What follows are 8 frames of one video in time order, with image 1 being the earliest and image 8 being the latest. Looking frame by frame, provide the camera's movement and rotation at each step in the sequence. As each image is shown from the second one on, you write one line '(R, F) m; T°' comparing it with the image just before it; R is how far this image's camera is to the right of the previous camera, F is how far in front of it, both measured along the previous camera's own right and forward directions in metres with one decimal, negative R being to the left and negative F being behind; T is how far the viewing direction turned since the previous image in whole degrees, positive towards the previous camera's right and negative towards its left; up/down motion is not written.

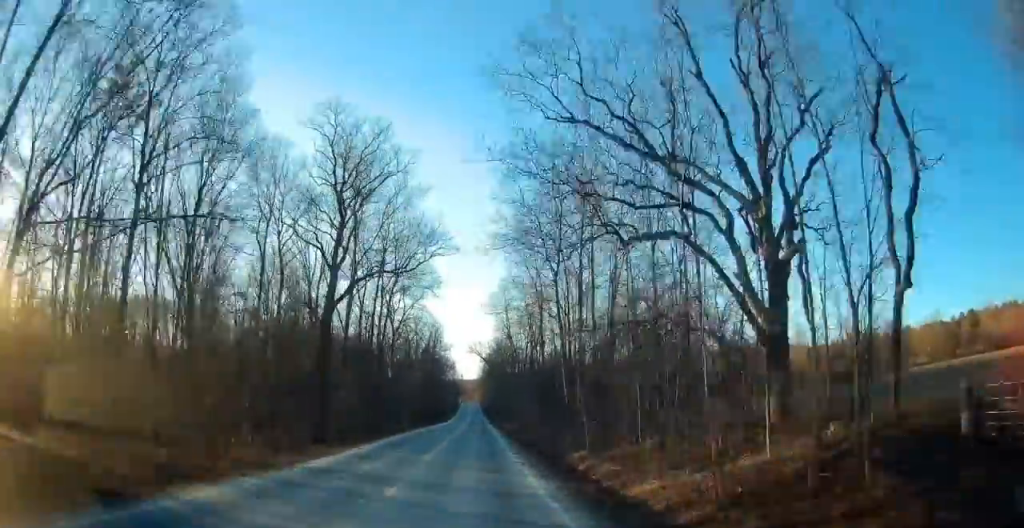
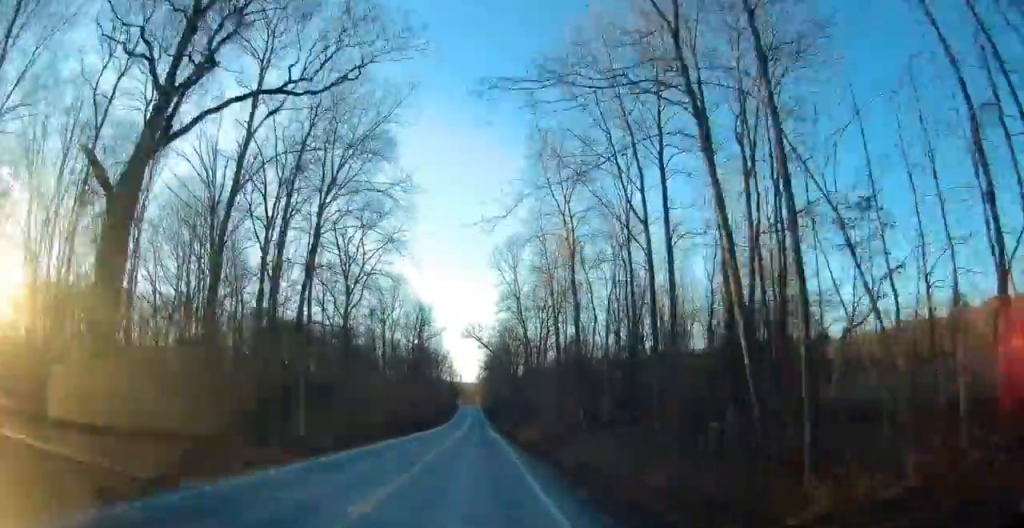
(-0.1, +24.4) m; 0°
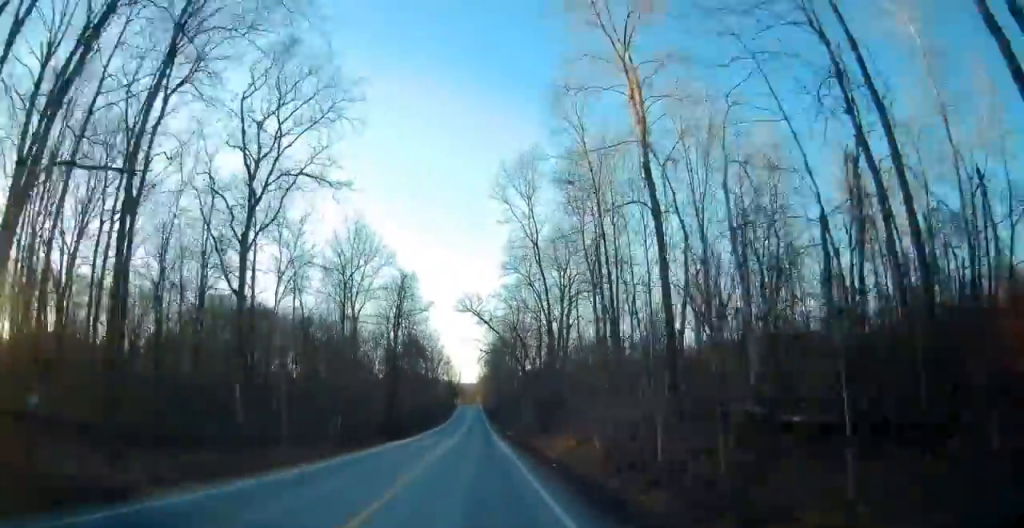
(0.0, +20.5) m; 0°
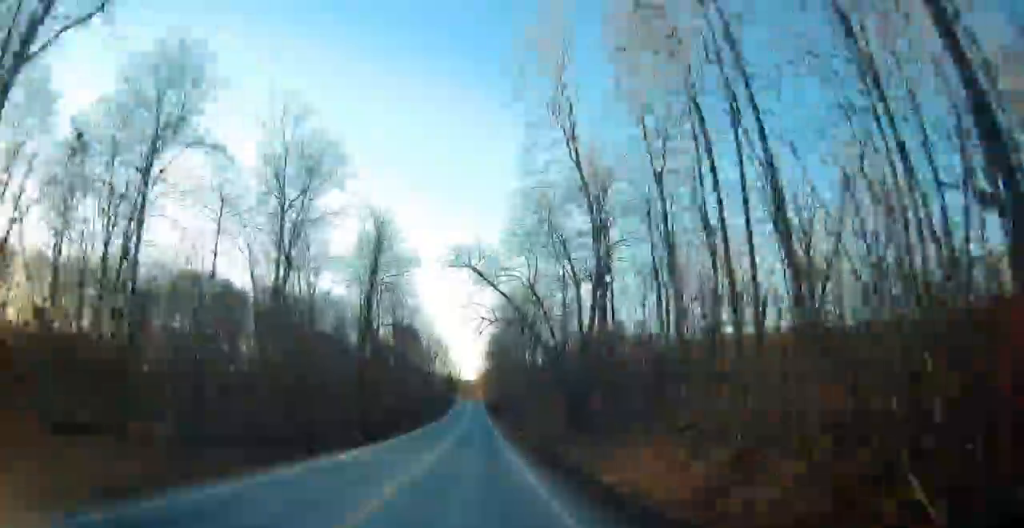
(0.0, +16.7) m; 0°
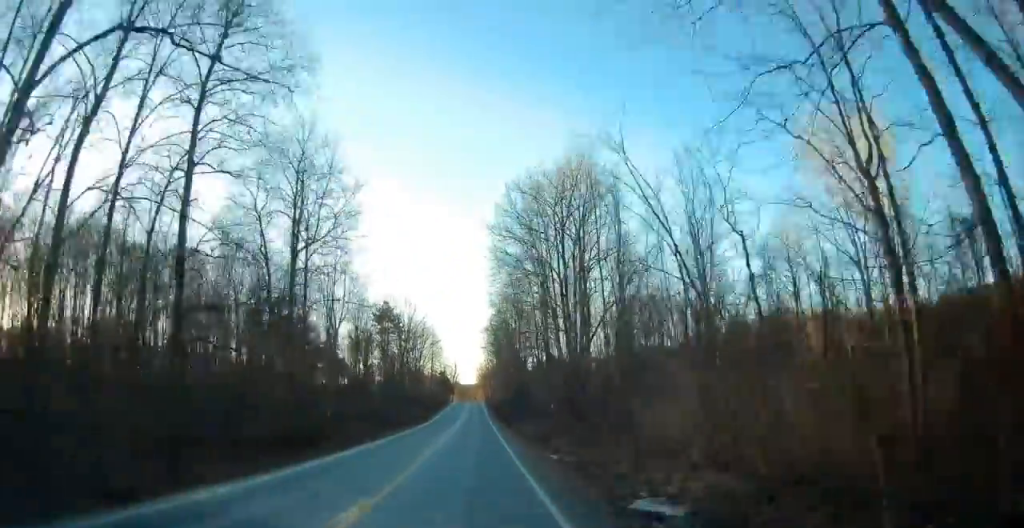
(-0.3, +38.5) m; -1°
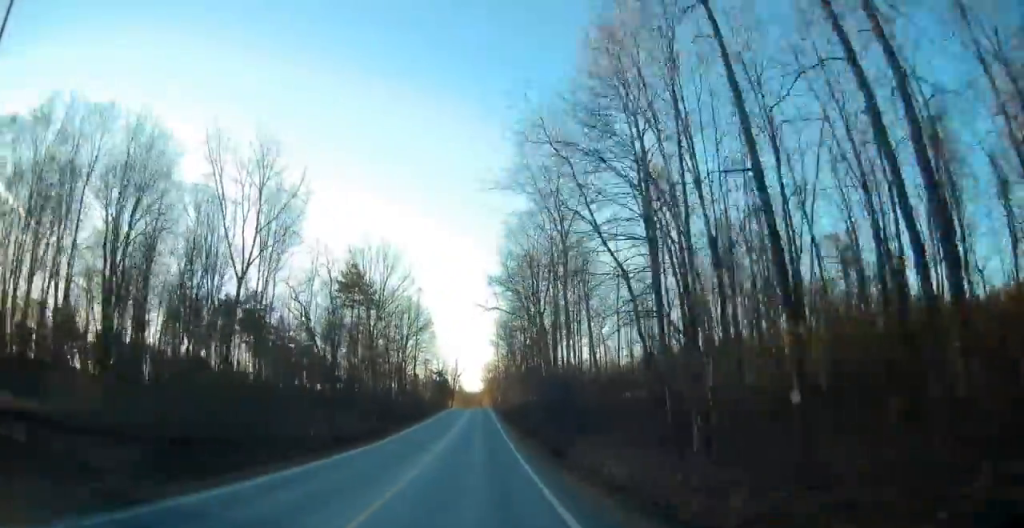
(+0.3, +39.5) m; 0°
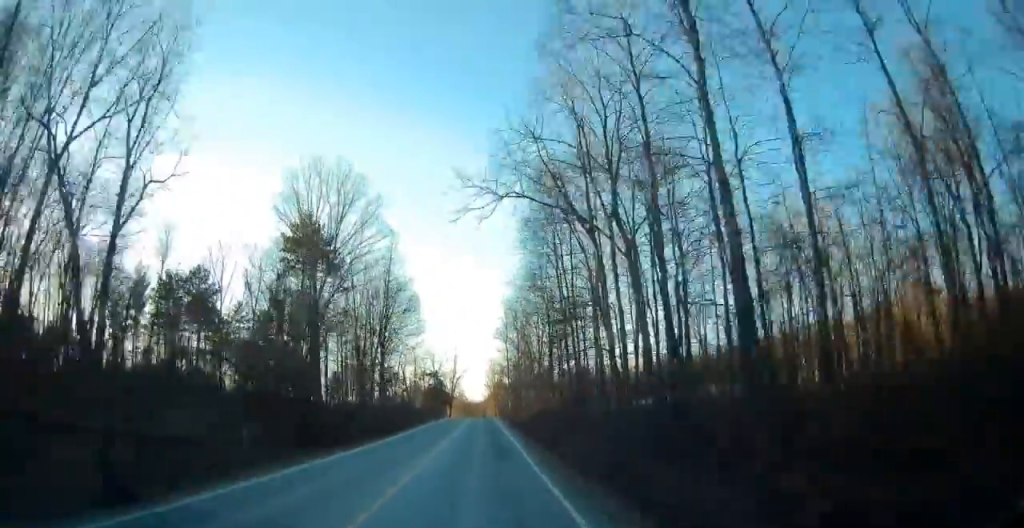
(-0.1, +28.6) m; -1°
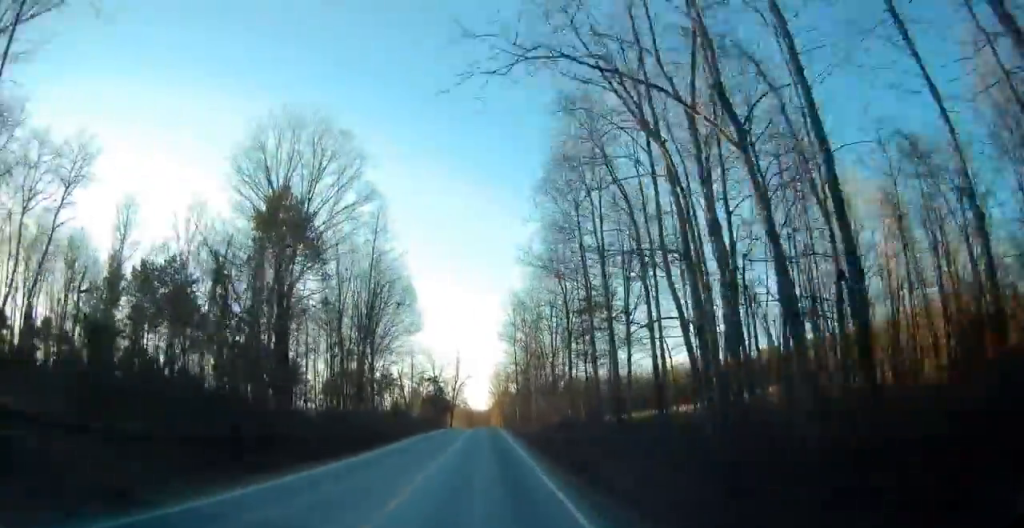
(-0.1, +10.8) m; 0°
